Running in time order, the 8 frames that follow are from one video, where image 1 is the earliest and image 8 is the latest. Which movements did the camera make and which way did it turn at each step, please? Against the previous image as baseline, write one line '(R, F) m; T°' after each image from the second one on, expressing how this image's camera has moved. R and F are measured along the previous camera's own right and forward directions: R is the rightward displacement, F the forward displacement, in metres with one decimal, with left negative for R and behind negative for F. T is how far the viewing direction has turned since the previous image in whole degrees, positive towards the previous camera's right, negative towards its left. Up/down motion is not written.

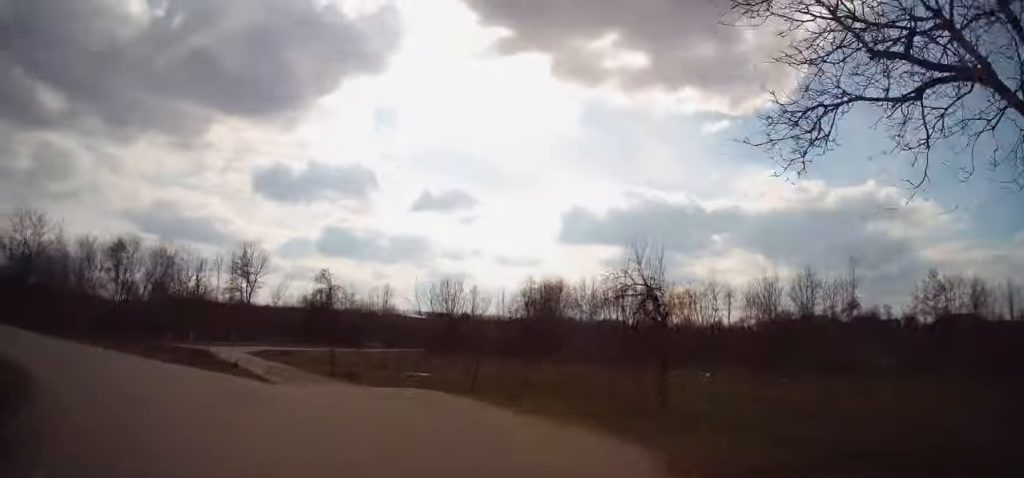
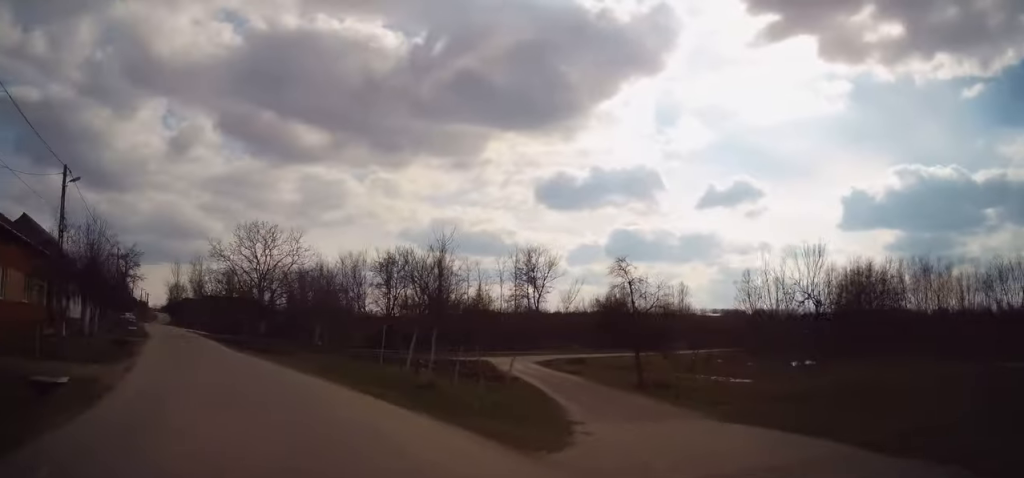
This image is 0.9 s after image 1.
(-2.0, +7.6) m; -29°
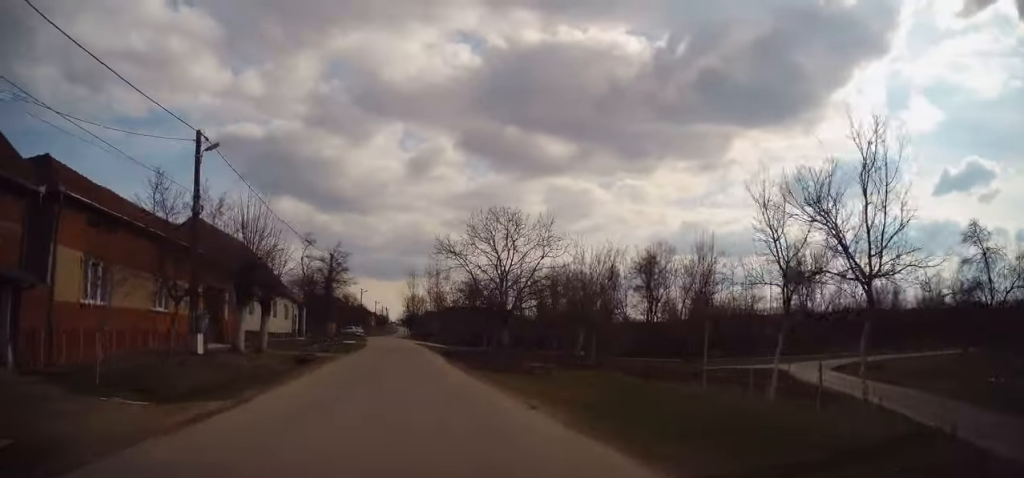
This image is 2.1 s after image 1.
(-2.8, +9.1) m; -25°
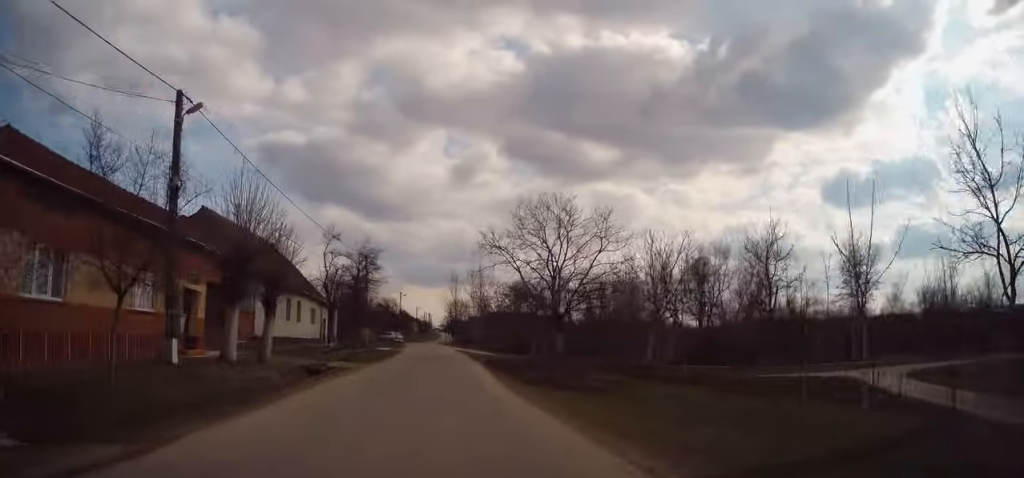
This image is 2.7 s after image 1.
(-0.2, +4.7) m; -4°
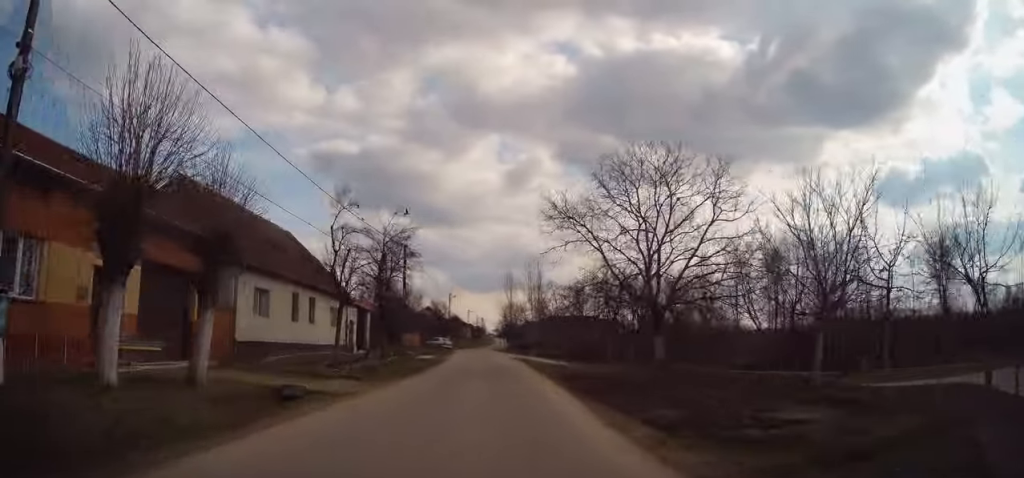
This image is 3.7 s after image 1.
(-0.5, +8.5) m; -3°
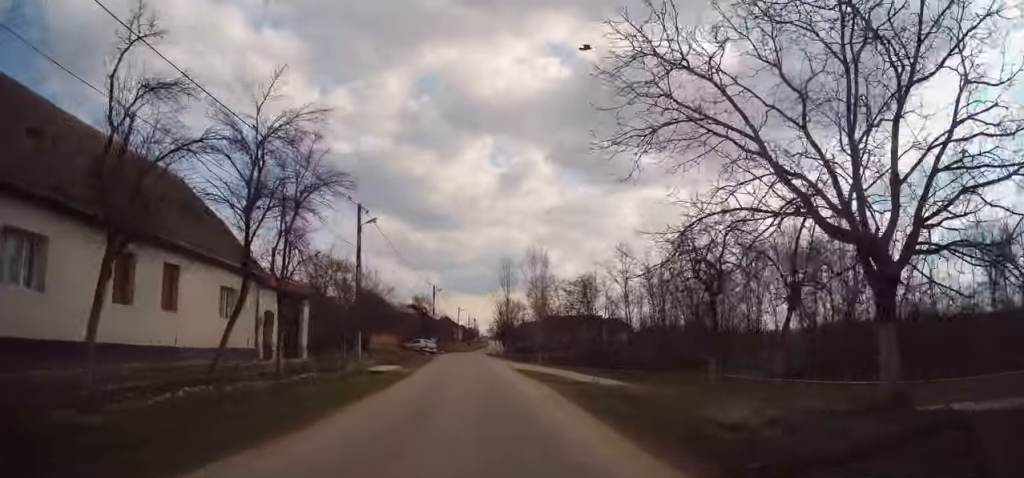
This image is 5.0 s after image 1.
(+0.1, +12.9) m; +2°
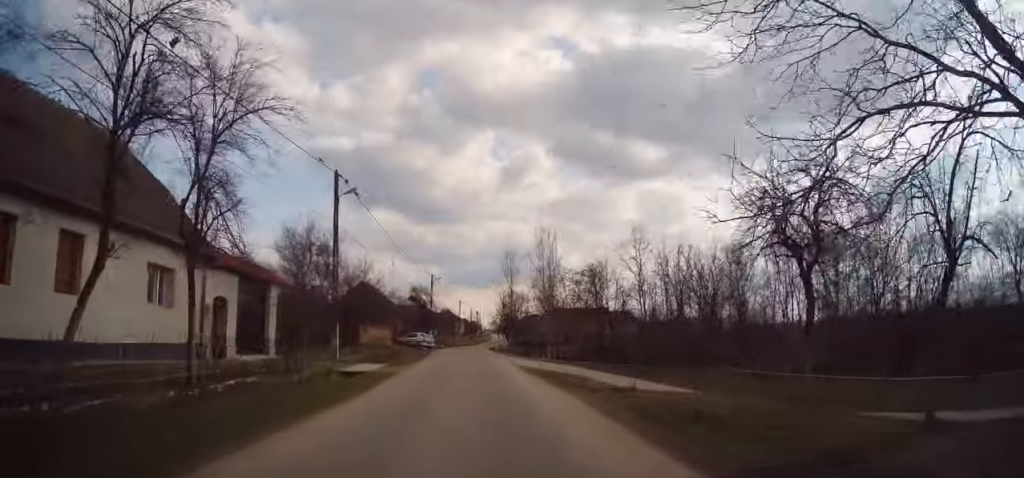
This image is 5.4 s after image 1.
(0.0, +4.8) m; 0°
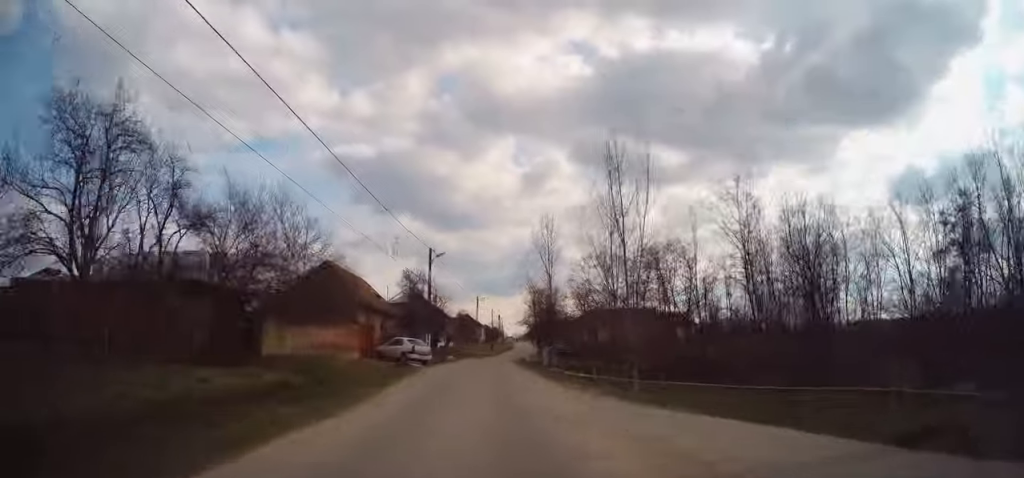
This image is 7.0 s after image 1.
(-0.6, +19.3) m; -4°
